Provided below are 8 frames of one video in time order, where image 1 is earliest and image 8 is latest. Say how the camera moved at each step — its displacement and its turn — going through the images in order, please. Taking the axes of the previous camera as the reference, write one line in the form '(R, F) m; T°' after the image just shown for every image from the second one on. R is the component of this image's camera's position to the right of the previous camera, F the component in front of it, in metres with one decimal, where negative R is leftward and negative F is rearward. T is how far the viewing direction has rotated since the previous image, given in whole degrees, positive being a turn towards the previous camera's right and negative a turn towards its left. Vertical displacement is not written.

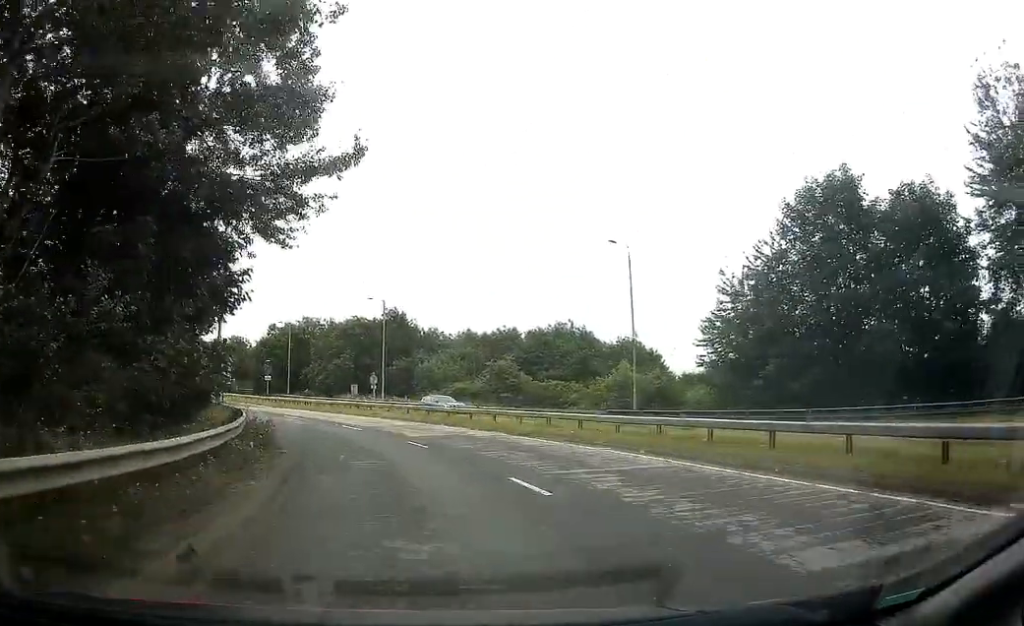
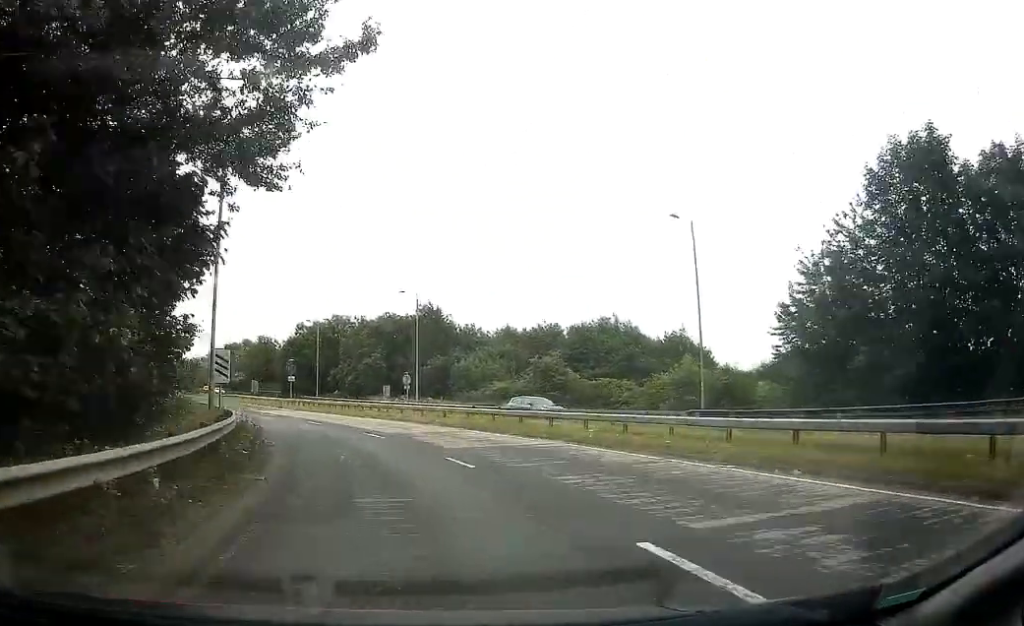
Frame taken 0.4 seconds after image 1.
(-0.3, +5.5) m; -3°
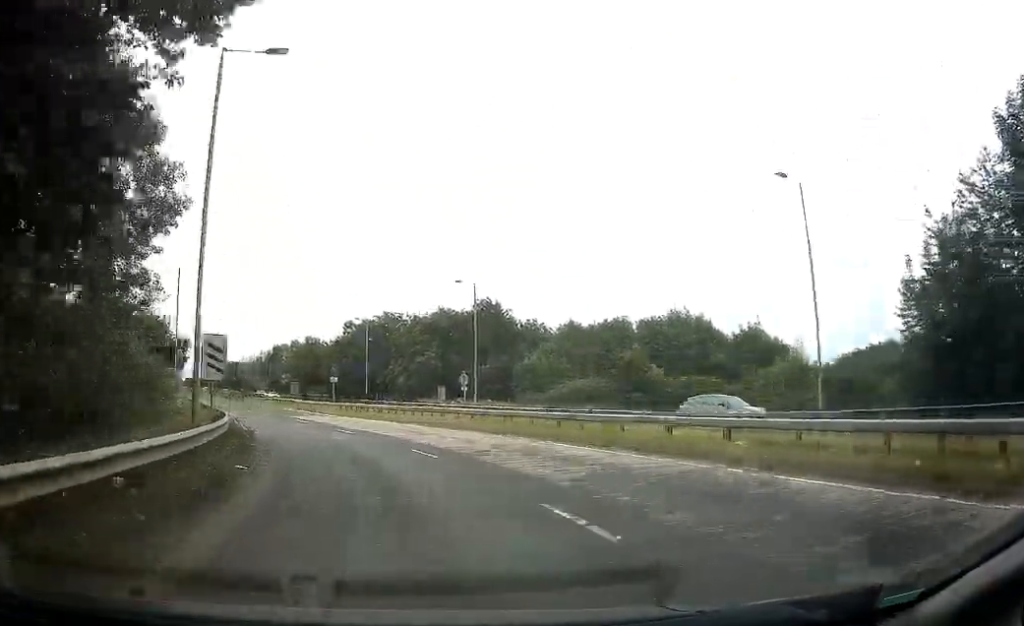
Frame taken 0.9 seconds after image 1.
(-0.1, +6.9) m; -4°
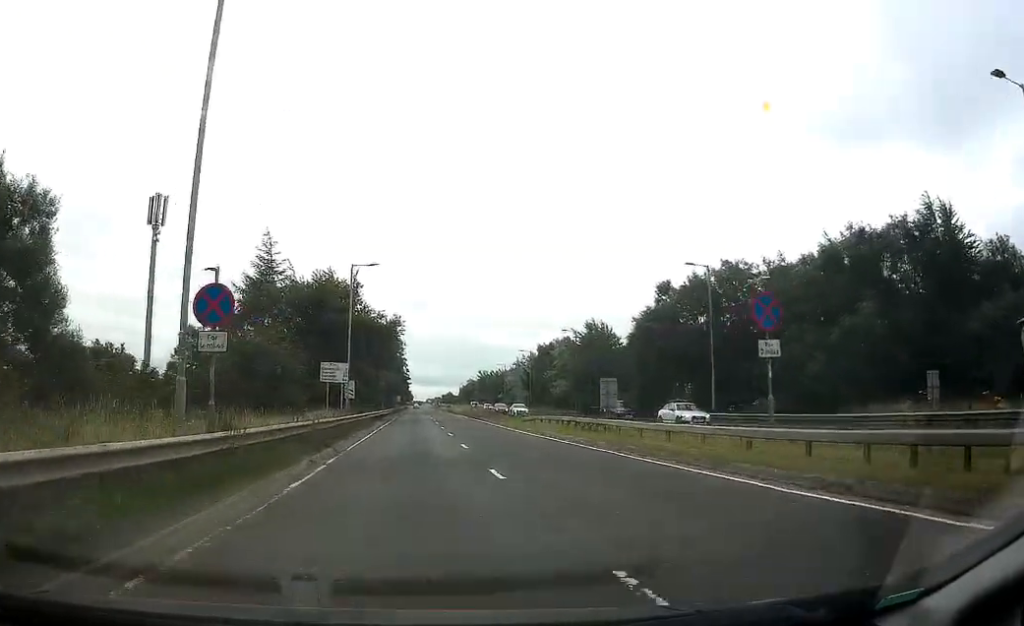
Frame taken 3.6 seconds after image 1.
(-7.8, +36.9) m; -22°
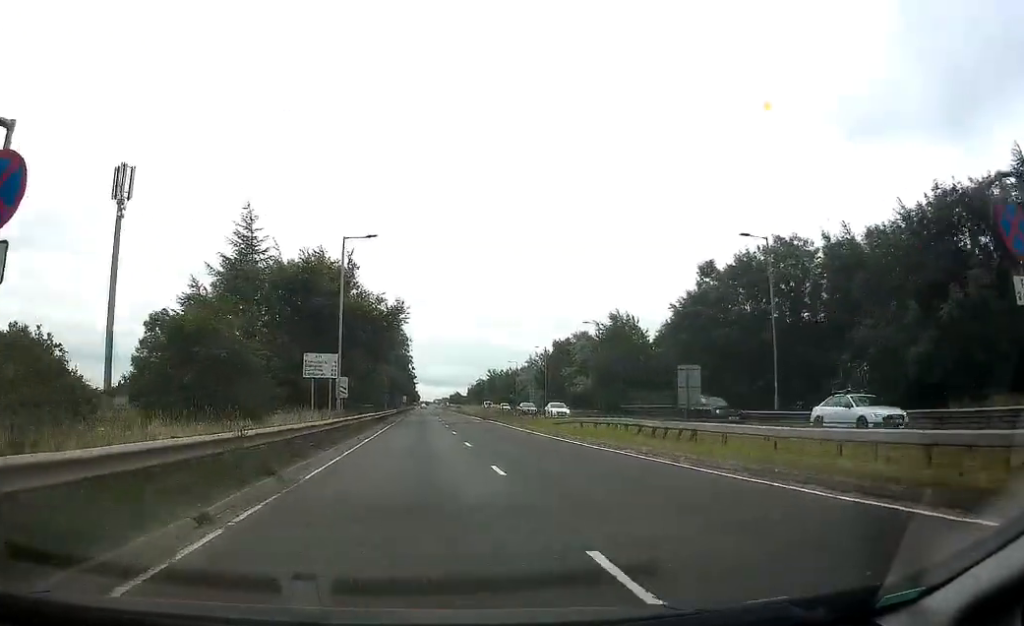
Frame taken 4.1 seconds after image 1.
(-0.3, +8.2) m; -3°
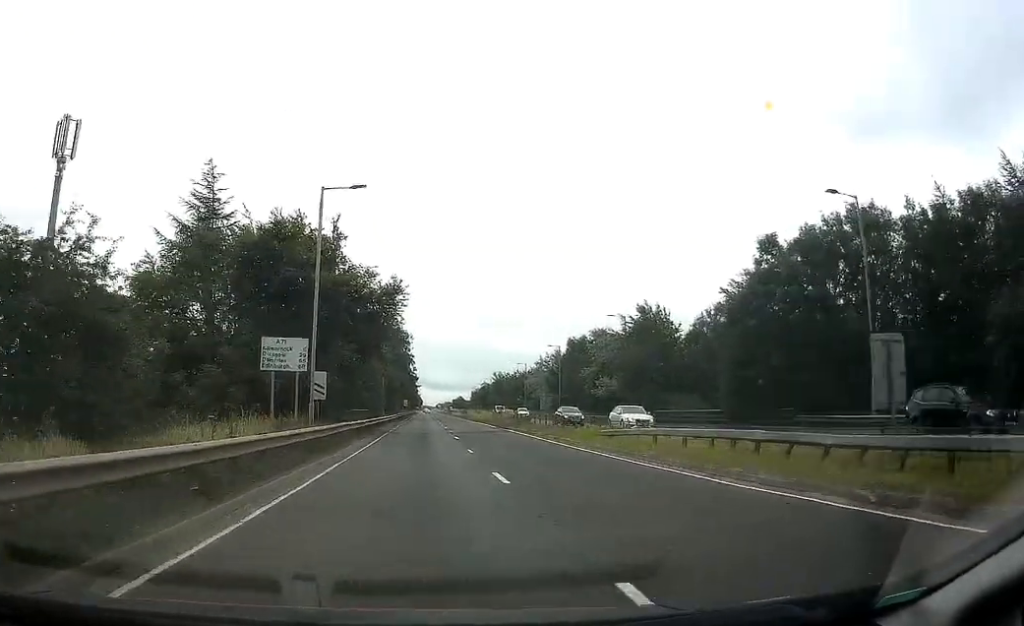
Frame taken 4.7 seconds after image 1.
(-0.3, +9.6) m; -1°
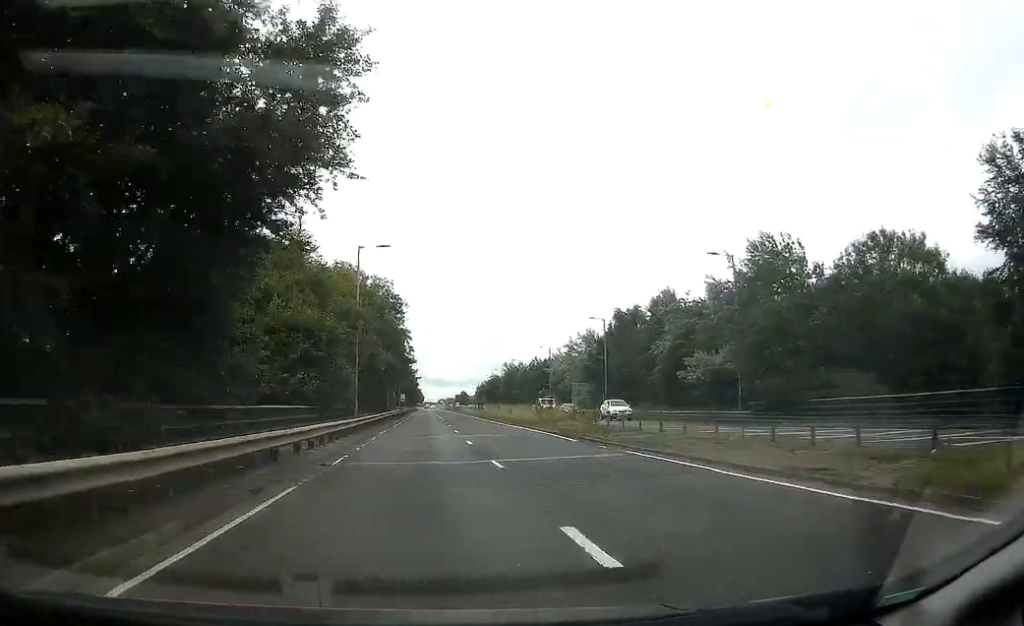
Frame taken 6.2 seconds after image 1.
(0.0, +25.8) m; +1°
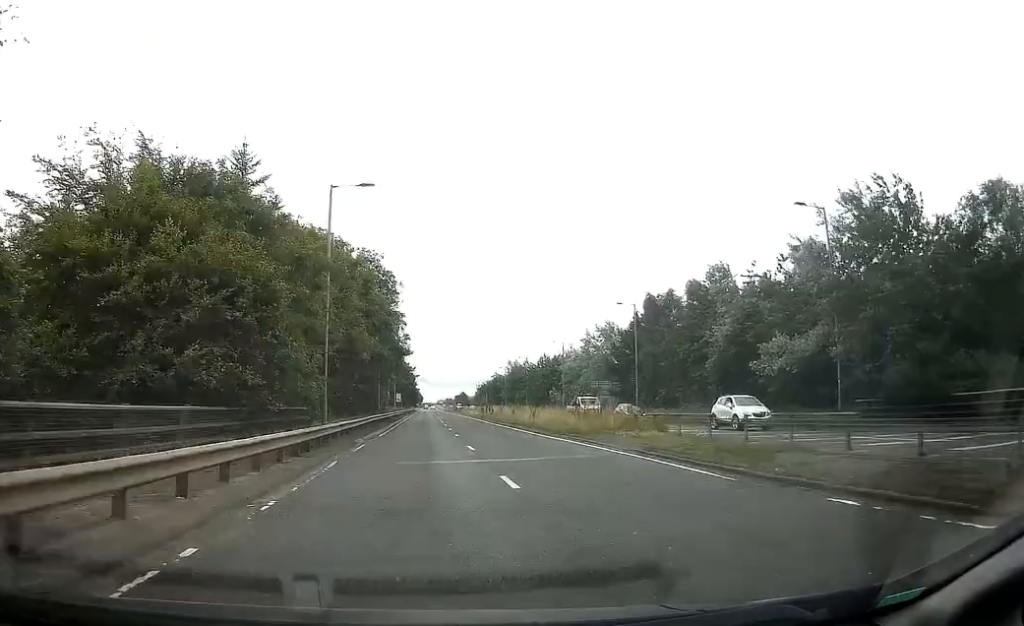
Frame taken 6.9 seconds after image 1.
(+0.2, +11.9) m; 0°
